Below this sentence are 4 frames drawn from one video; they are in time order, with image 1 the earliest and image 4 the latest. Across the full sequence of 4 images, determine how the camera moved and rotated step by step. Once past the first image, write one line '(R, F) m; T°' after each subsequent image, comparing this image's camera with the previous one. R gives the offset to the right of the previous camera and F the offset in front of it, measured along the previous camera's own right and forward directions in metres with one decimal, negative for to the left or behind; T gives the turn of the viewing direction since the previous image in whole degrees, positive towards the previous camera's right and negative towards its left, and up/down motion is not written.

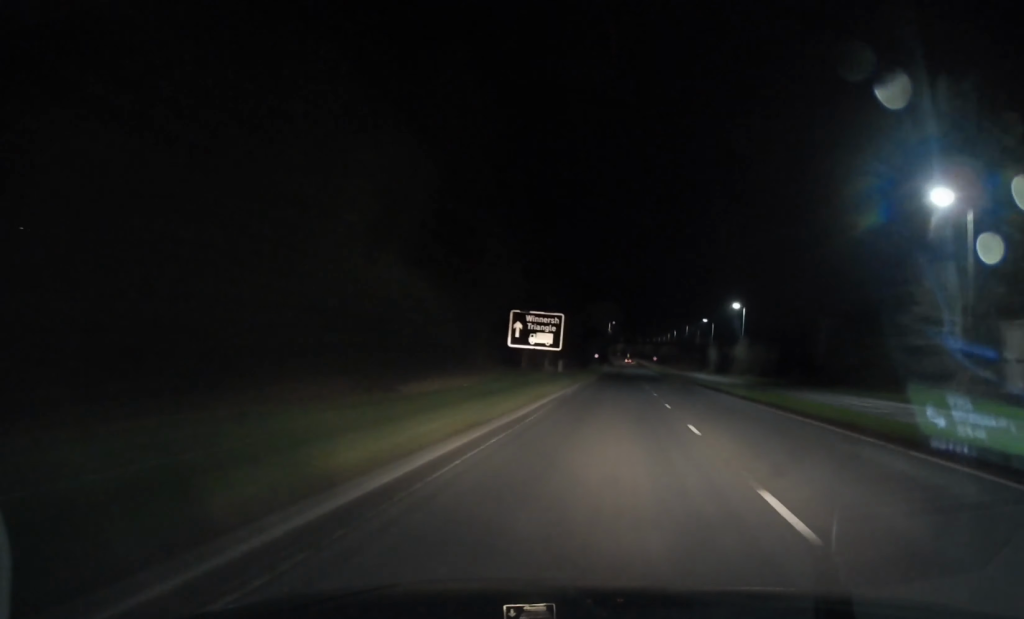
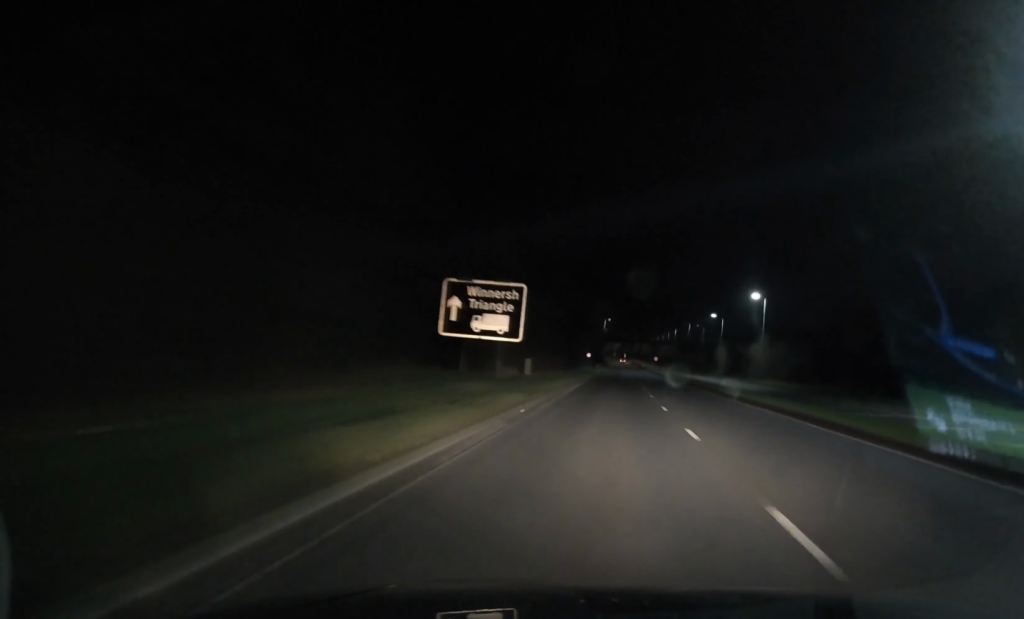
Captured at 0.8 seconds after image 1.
(0.0, +17.5) m; 0°
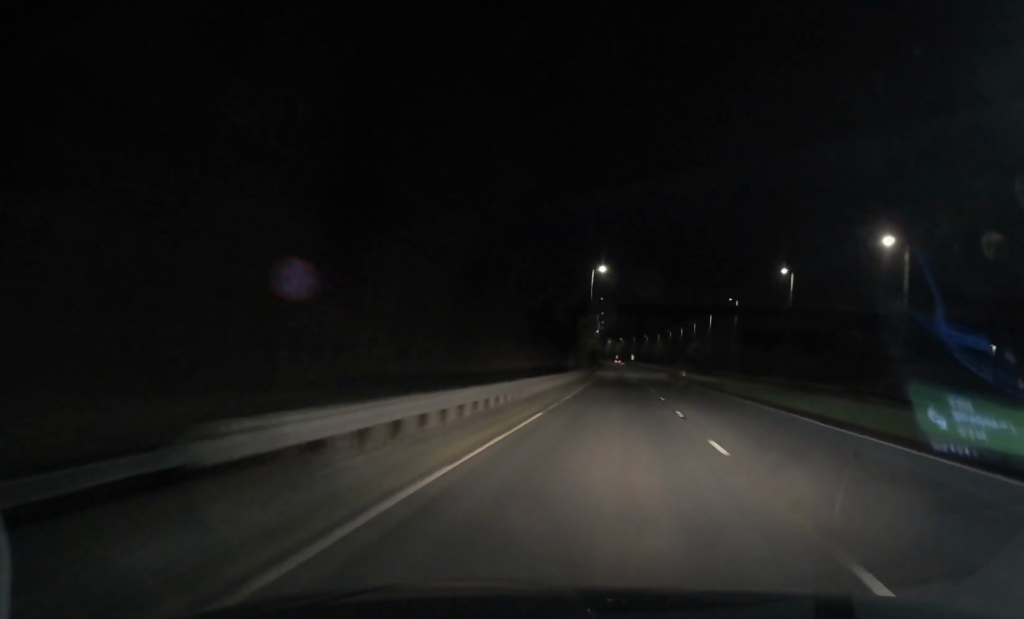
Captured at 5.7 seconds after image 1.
(-0.8, +113.1) m; -1°
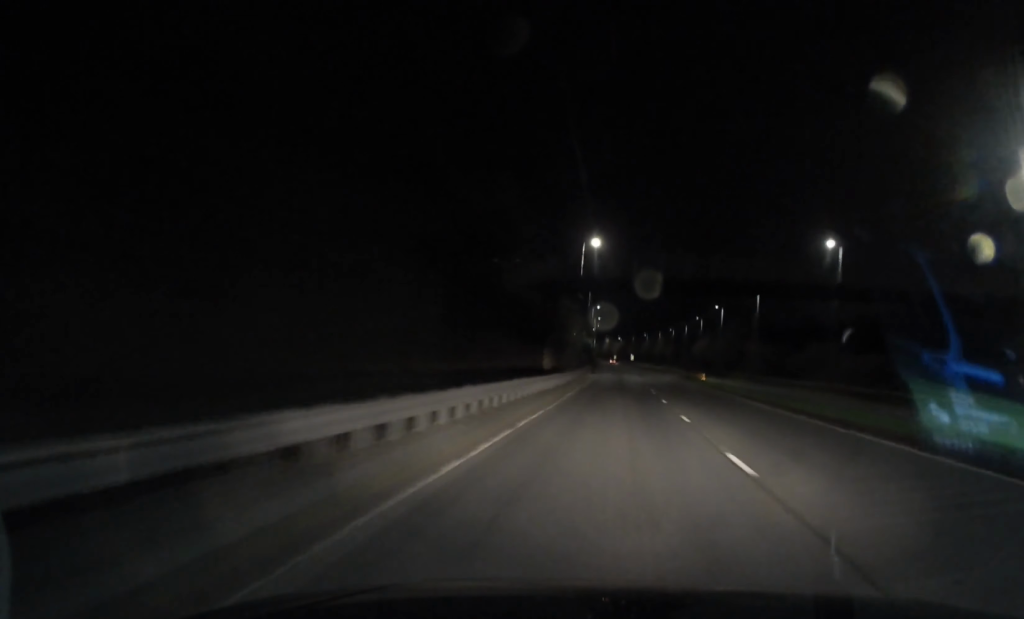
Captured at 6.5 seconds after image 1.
(0.0, +19.2) m; 0°
